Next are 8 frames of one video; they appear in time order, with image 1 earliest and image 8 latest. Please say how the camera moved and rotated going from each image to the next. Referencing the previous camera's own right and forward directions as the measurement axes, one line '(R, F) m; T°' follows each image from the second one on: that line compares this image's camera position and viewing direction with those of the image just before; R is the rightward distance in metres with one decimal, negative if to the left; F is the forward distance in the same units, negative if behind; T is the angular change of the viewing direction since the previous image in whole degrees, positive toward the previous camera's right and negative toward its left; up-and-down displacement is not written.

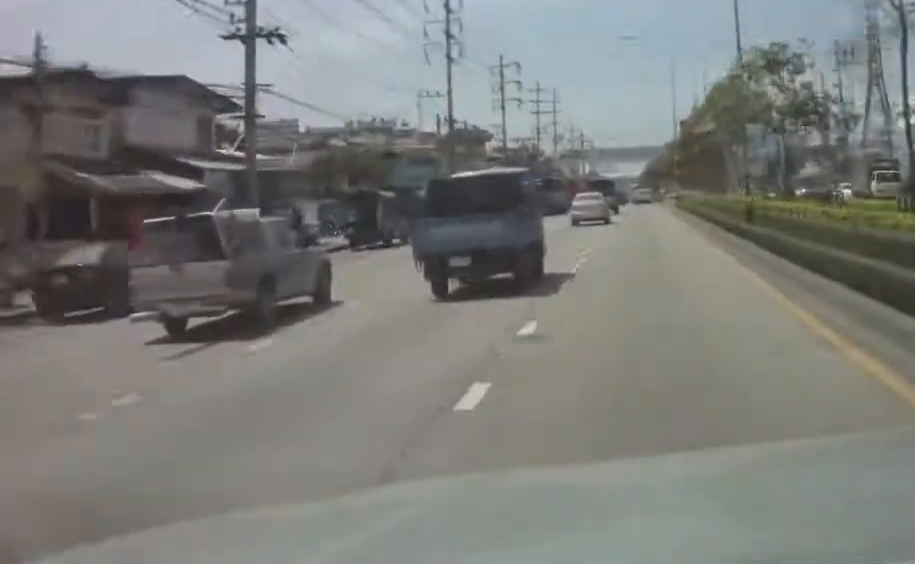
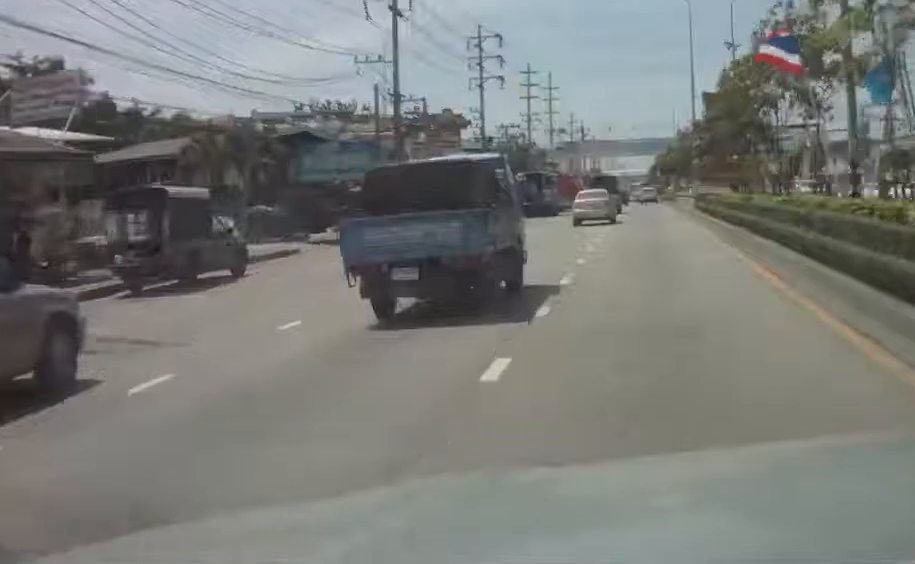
(+0.1, +18.3) m; 0°
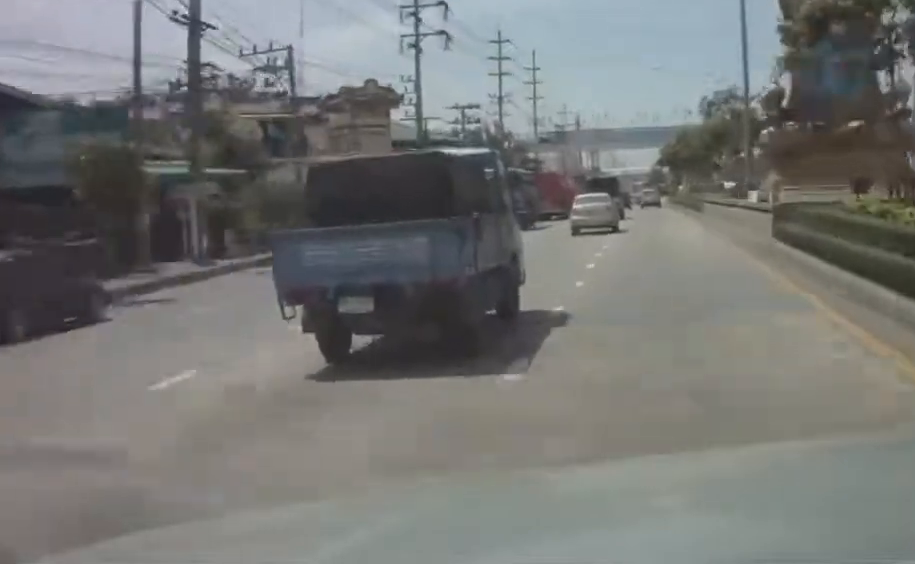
(-0.3, +26.3) m; -1°
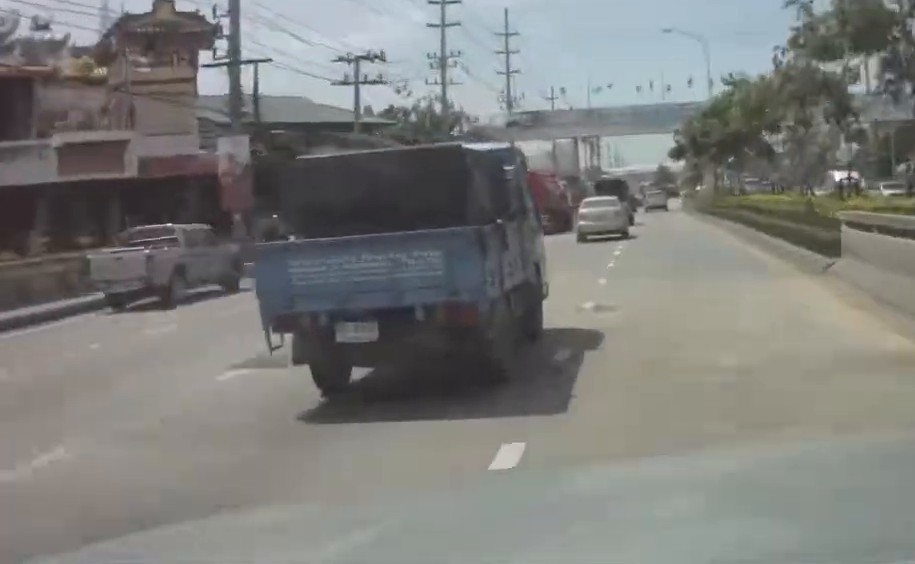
(-0.1, +32.2) m; 0°
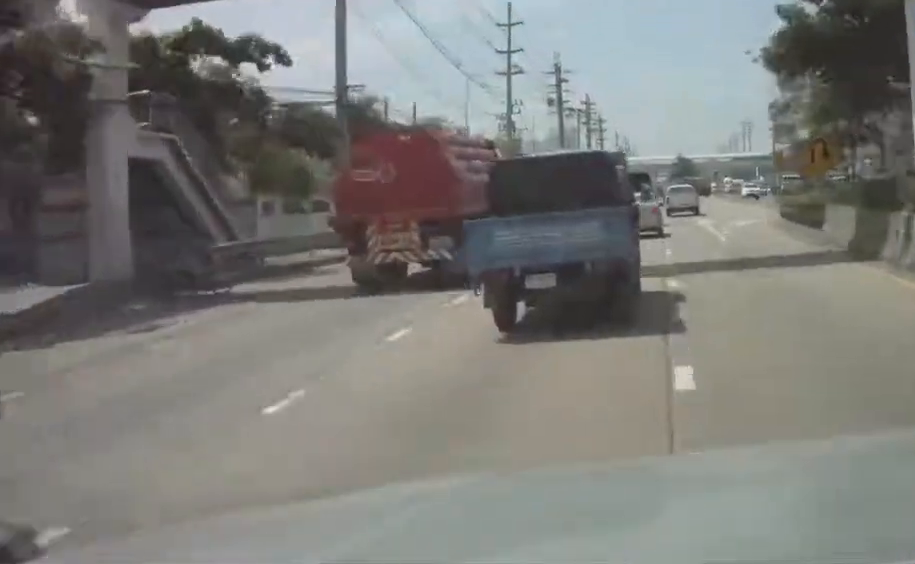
(-0.3, +60.0) m; -1°
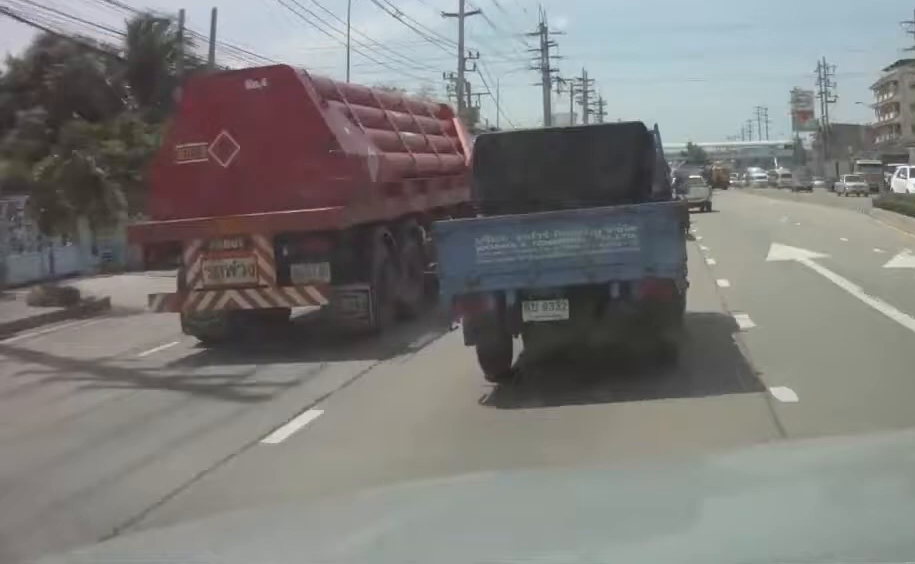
(-0.1, +21.1) m; 0°
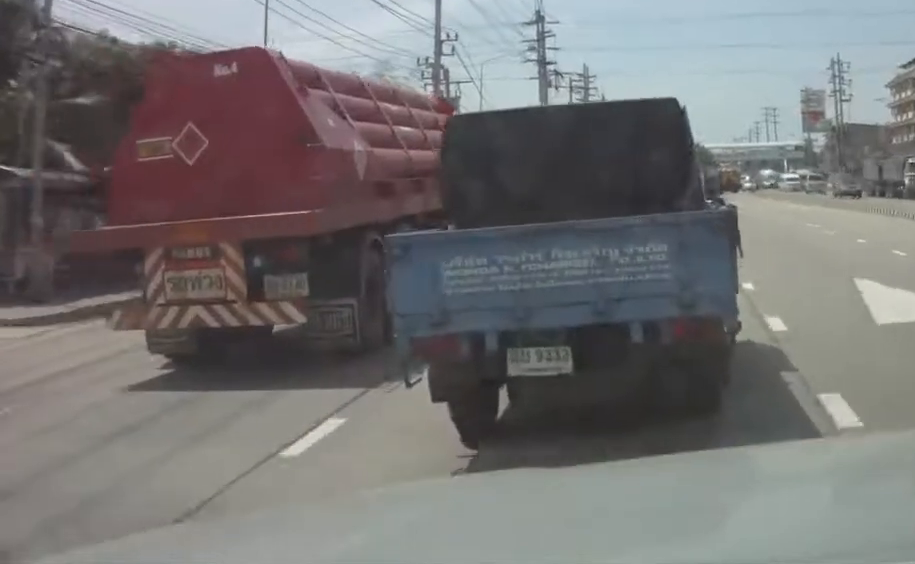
(+0.1, +7.8) m; +1°
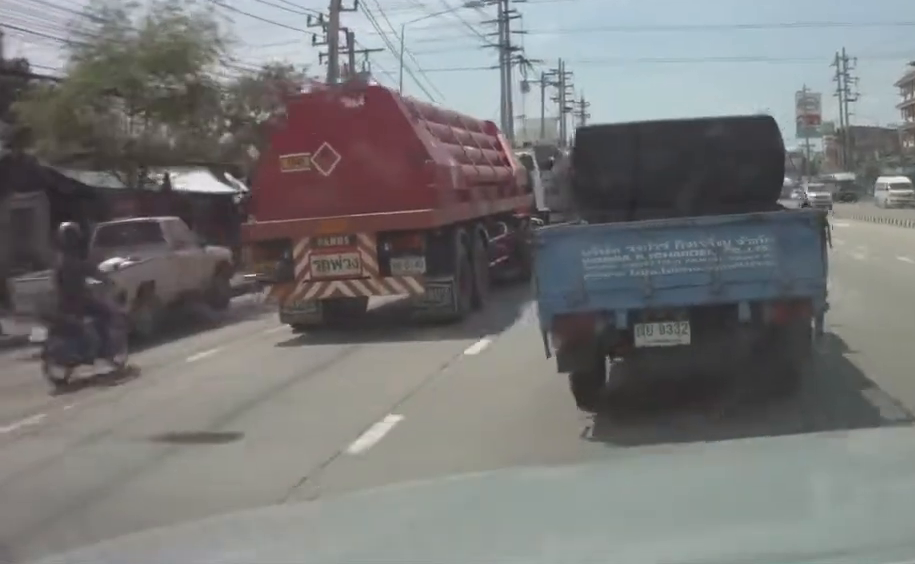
(+0.2, +19.0) m; +1°
